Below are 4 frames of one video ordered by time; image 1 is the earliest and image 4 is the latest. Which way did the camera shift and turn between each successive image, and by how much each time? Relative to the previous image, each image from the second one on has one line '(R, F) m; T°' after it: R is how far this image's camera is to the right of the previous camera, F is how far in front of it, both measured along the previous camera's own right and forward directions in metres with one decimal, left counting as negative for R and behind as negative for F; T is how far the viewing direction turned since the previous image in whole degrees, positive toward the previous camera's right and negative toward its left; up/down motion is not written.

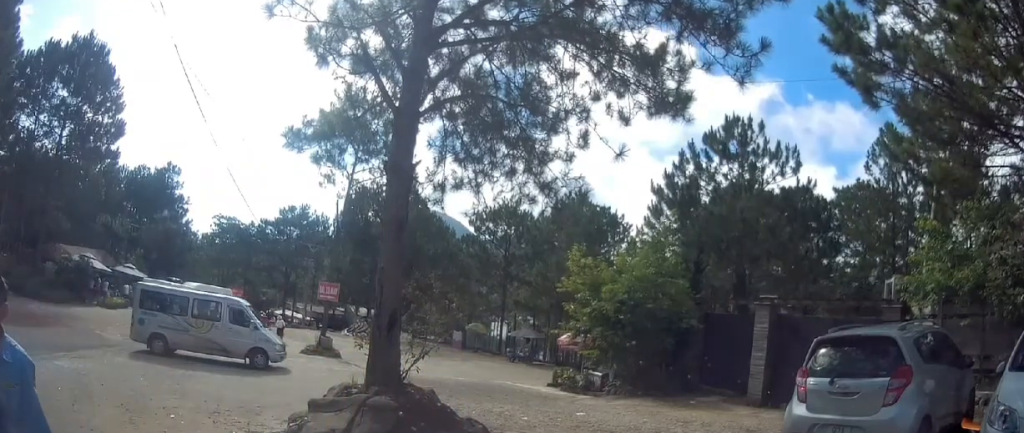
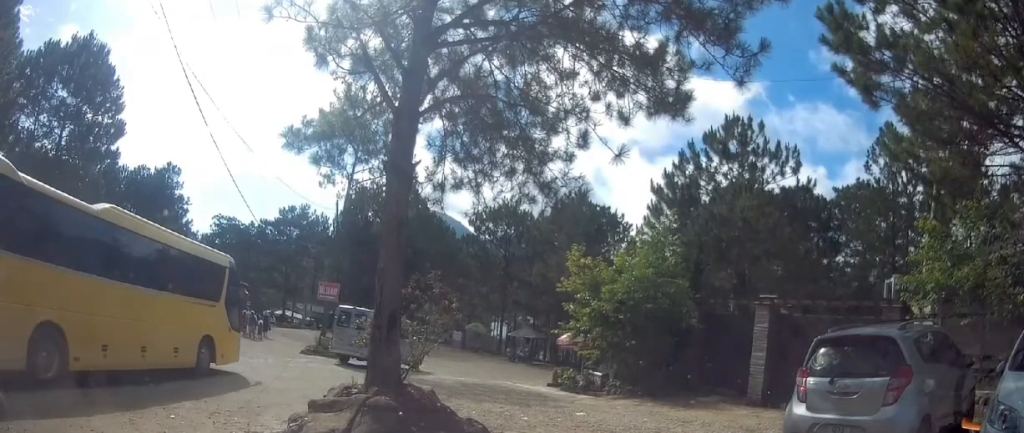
(0.0, 0.0) m; 0°
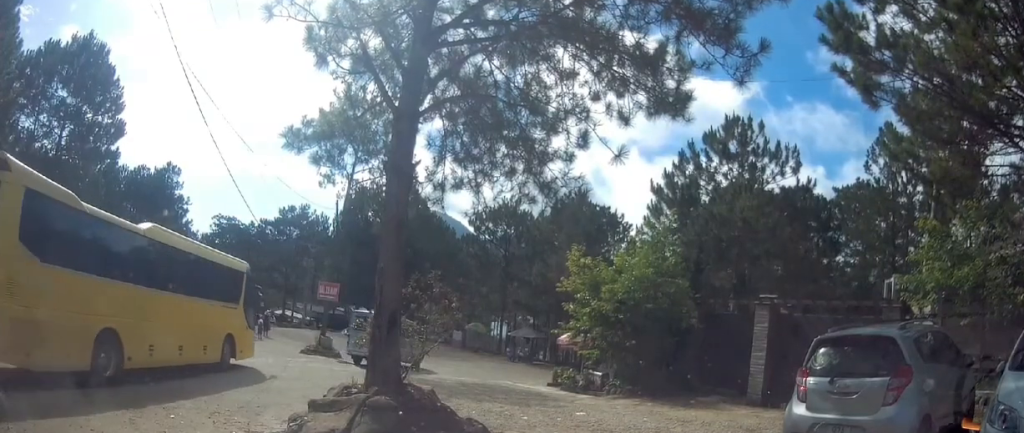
(0.0, 0.0) m; 0°
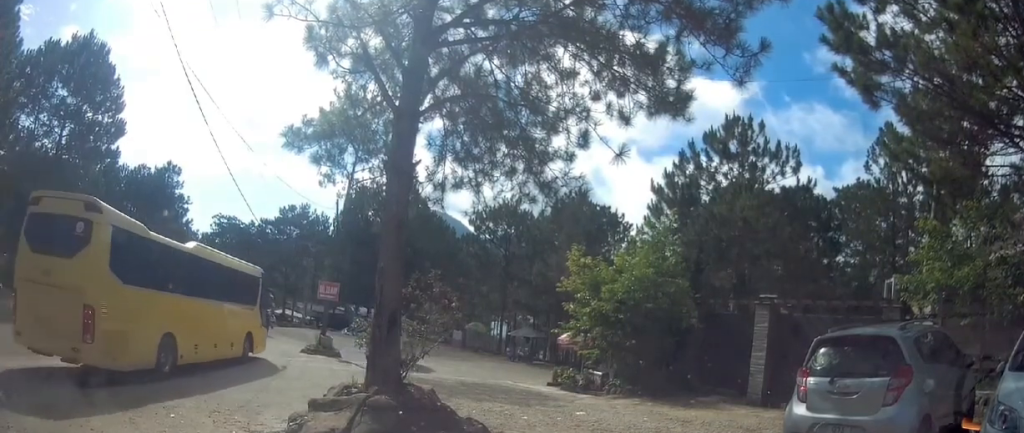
(0.0, 0.0) m; 0°
